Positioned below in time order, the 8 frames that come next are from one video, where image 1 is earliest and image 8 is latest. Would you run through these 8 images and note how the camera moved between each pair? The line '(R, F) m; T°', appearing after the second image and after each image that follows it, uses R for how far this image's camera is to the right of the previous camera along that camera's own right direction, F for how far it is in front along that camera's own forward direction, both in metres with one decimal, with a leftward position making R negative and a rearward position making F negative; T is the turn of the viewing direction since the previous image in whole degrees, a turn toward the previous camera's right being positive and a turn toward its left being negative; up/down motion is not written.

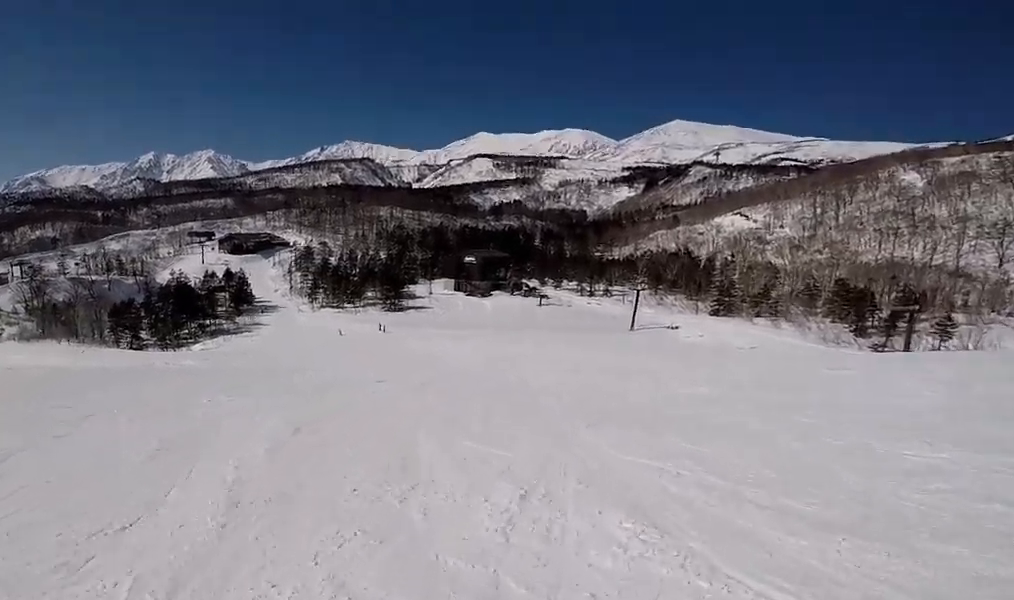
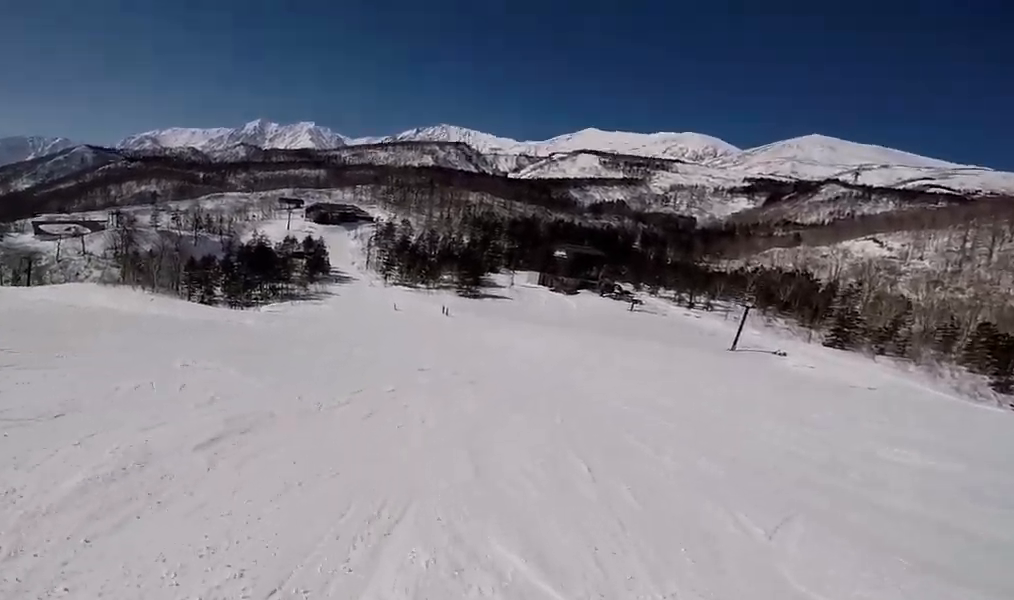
(0.0, +4.4) m; -3°
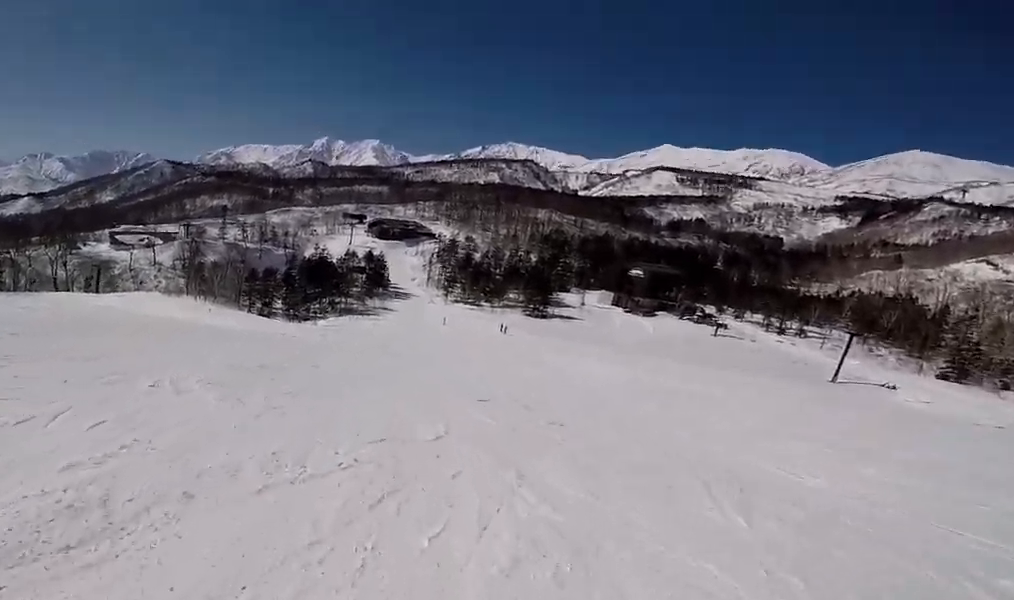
(0.0, +3.6) m; -9°
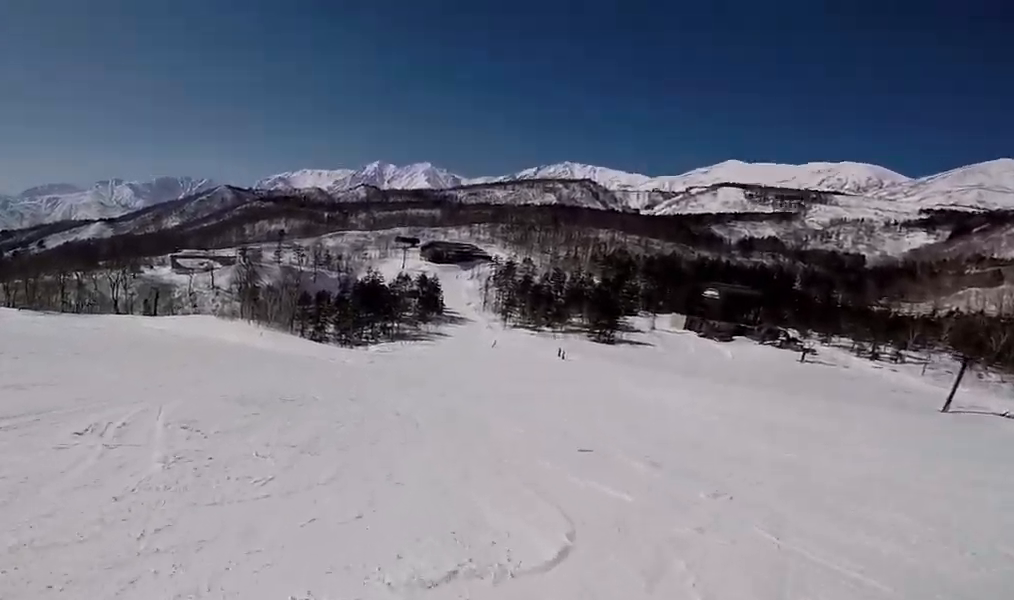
(+0.6, +3.3) m; -9°
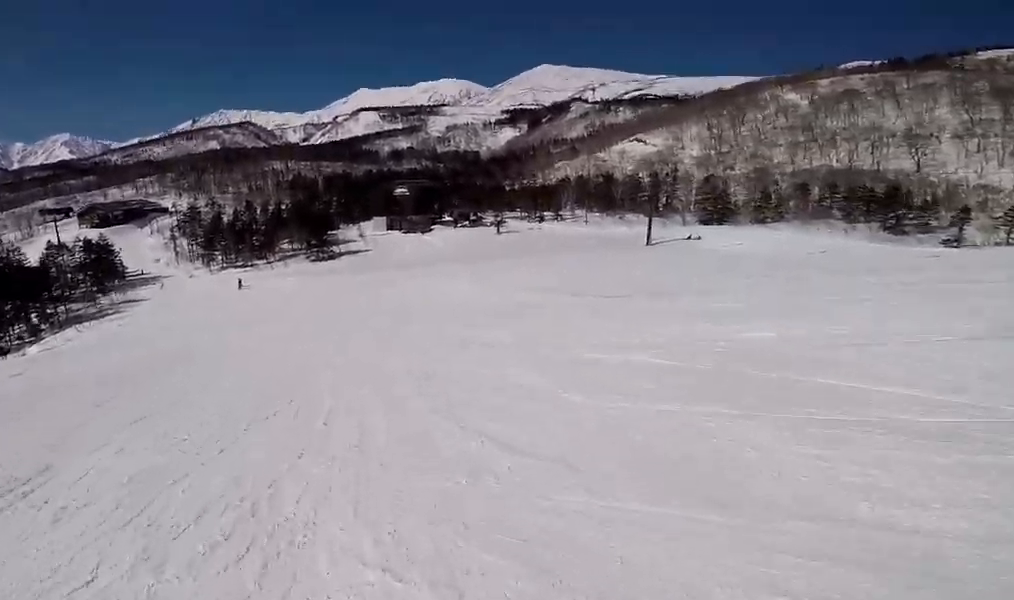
(+2.7, +21.2) m; +19°
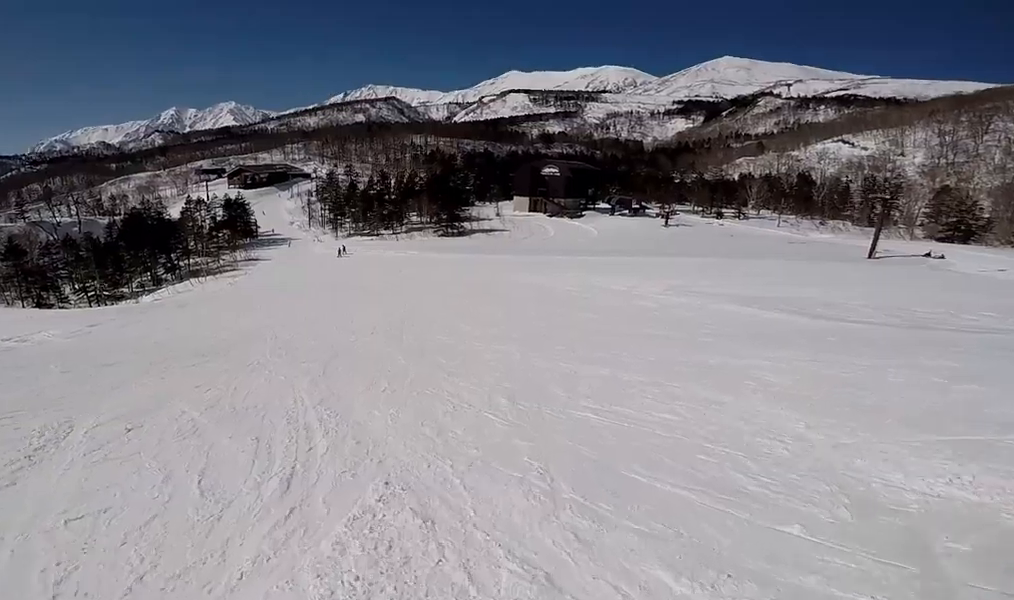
(-0.2, +8.4) m; -7°
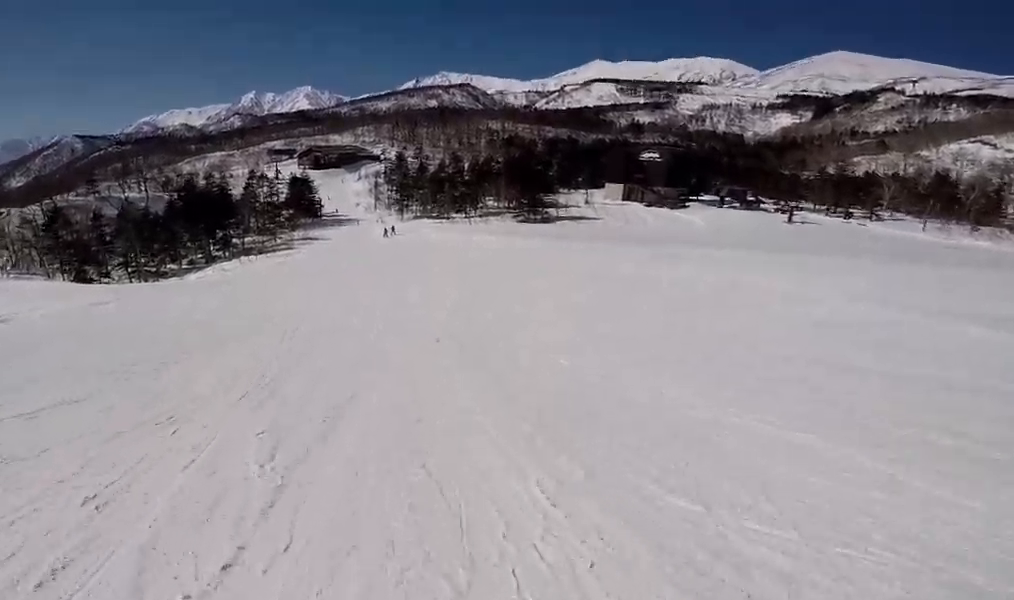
(-1.0, +8.5) m; -6°
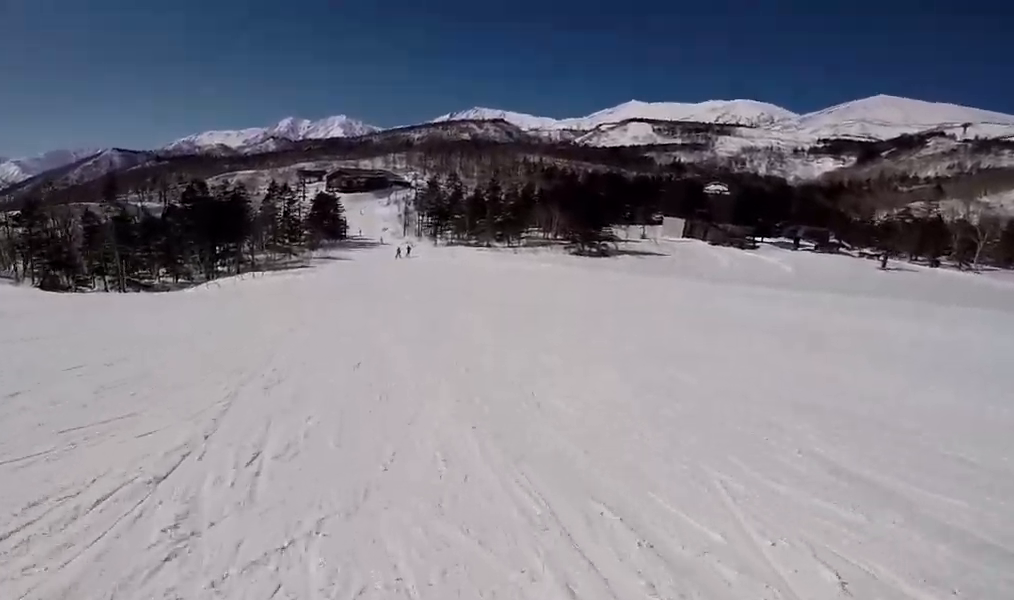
(0.0, +10.9) m; 0°
